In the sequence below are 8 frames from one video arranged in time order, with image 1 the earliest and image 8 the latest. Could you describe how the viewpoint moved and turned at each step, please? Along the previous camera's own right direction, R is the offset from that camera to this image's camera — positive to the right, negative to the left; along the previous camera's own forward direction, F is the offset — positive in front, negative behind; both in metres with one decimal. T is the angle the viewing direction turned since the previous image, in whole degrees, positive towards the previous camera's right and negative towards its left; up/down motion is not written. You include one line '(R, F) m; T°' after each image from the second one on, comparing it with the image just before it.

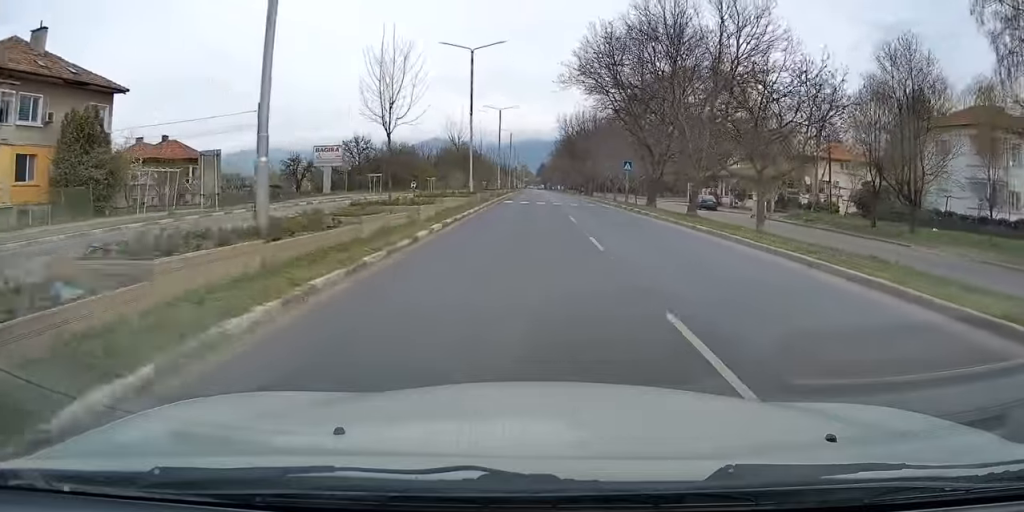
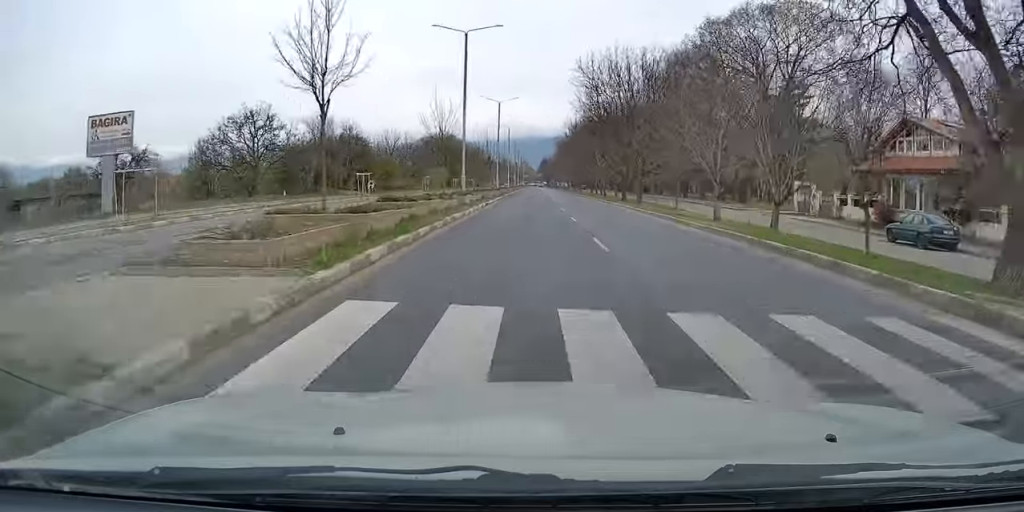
(-0.4, +35.5) m; -2°
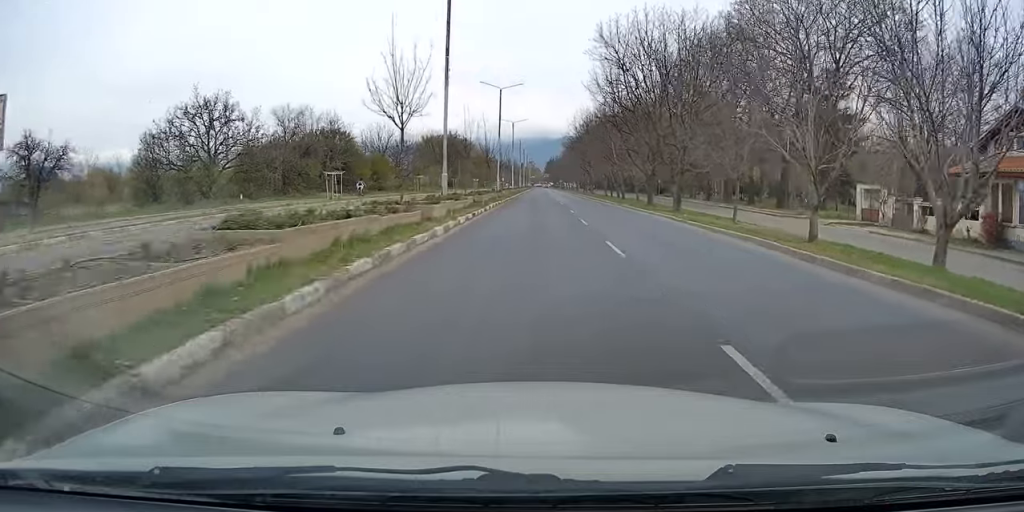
(0.0, +9.6) m; 0°
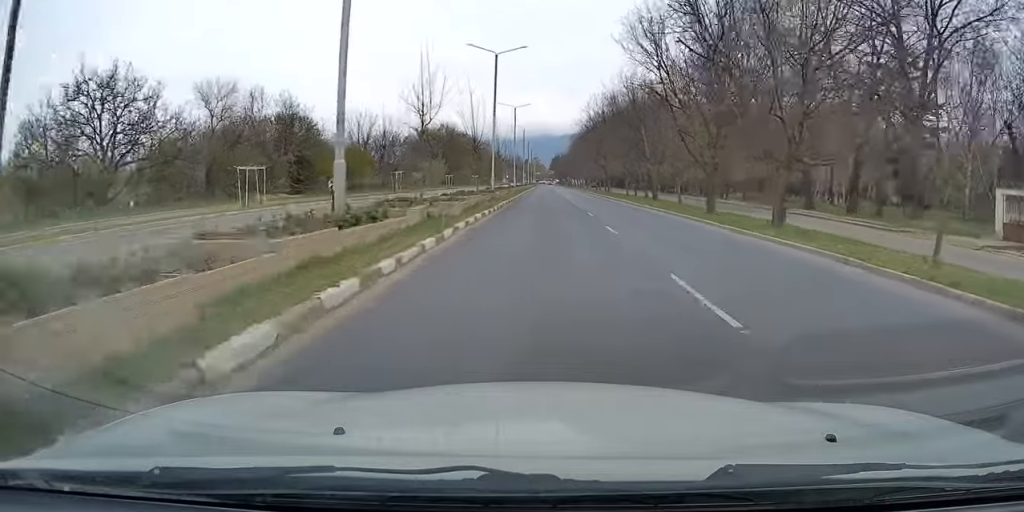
(0.0, +14.3) m; 0°
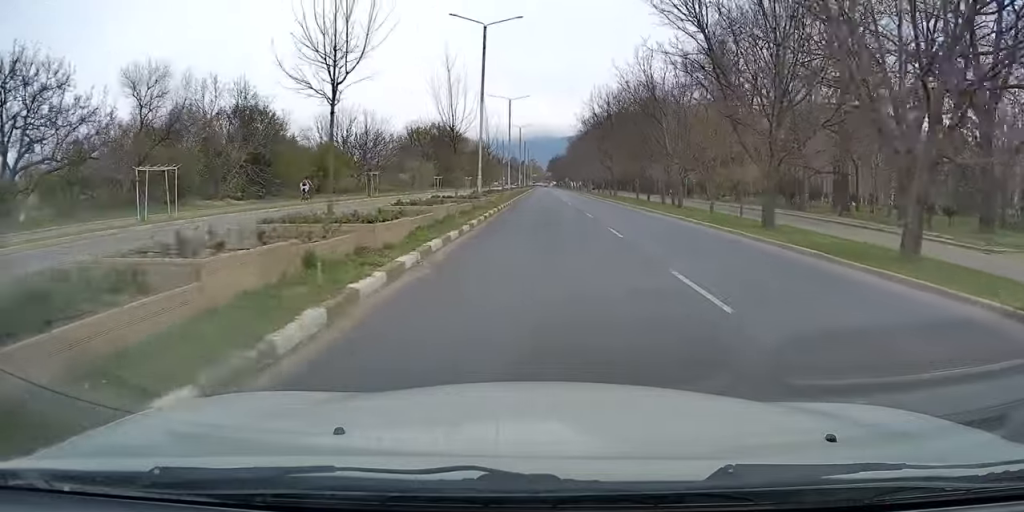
(0.0, +8.4) m; 0°
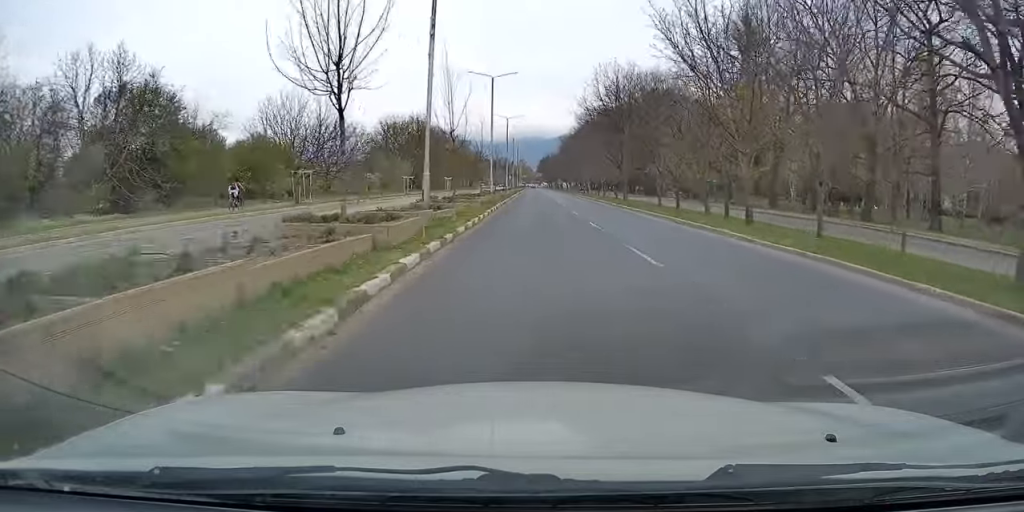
(0.0, +14.4) m; 0°
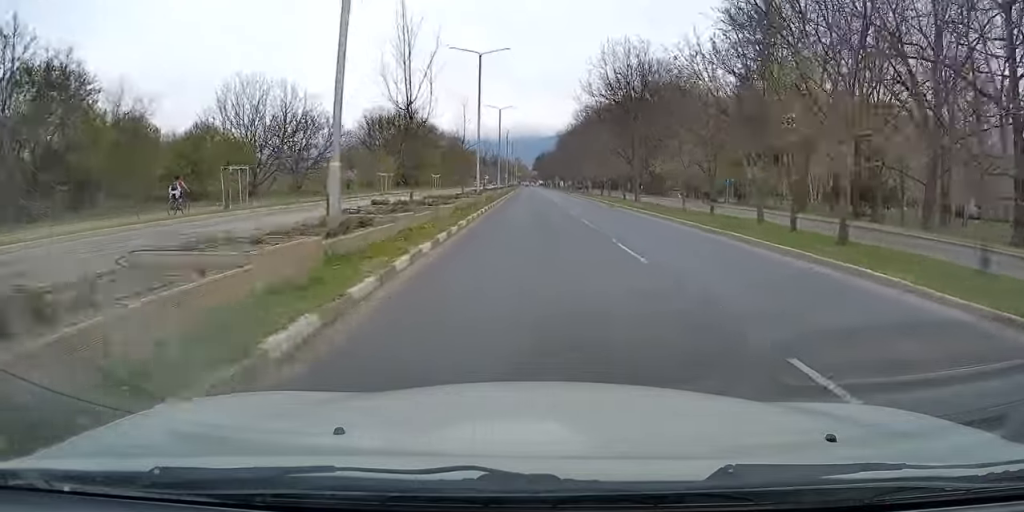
(0.0, +8.3) m; +1°
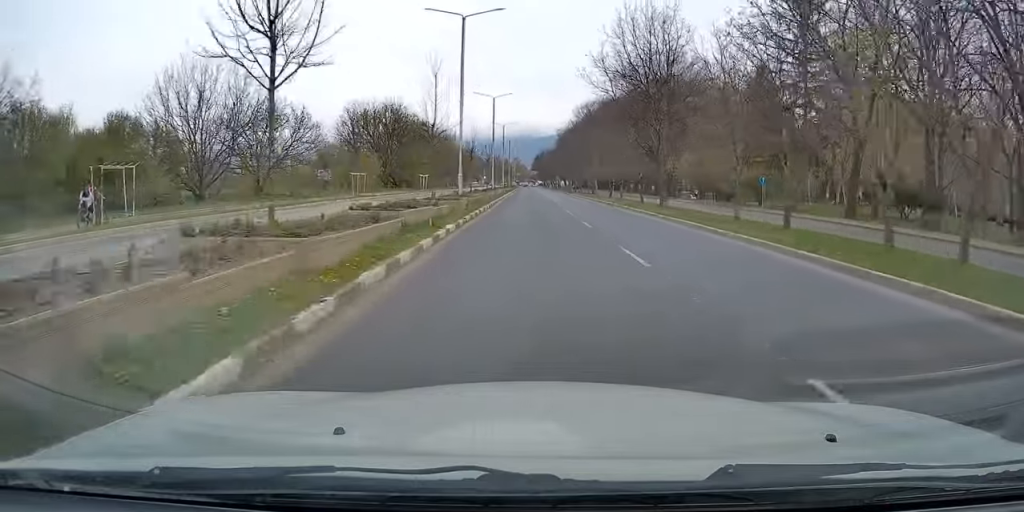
(+0.1, +9.3) m; 0°
